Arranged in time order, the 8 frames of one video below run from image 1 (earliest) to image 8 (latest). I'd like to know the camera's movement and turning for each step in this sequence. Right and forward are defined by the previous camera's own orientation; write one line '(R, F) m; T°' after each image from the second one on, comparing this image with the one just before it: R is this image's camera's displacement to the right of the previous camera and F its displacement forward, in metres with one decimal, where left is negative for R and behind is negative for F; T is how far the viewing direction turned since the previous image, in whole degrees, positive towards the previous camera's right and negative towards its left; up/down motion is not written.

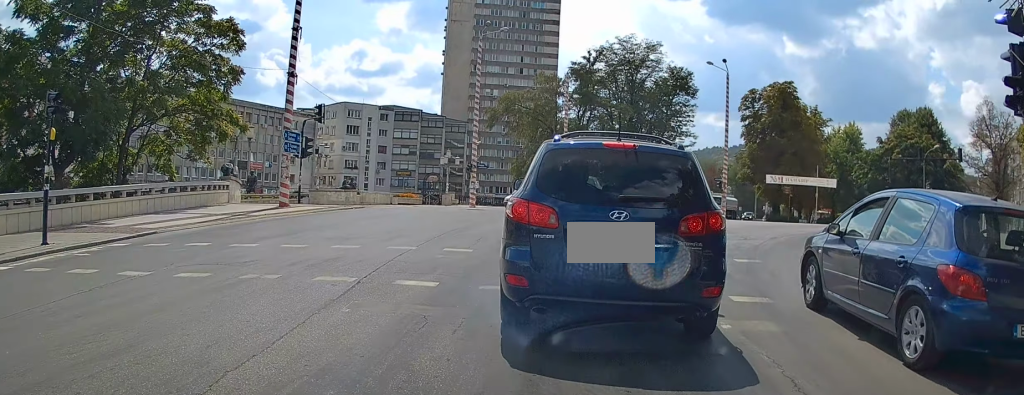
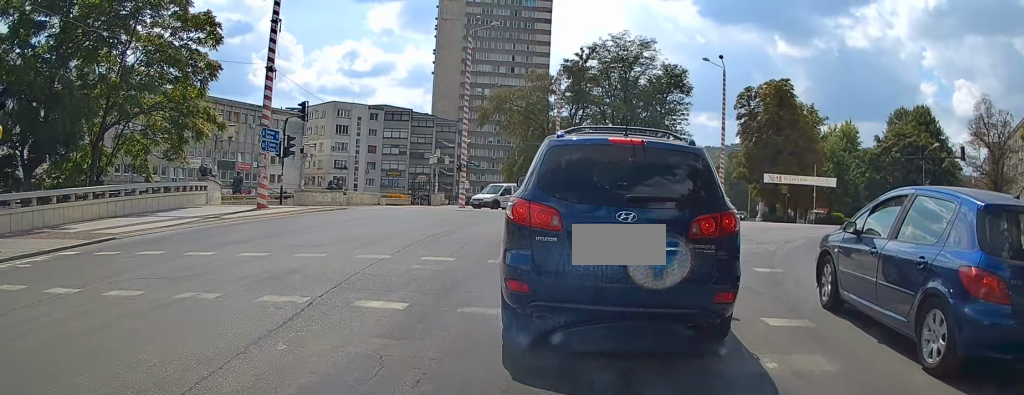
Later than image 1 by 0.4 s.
(0.0, +1.6) m; +2°
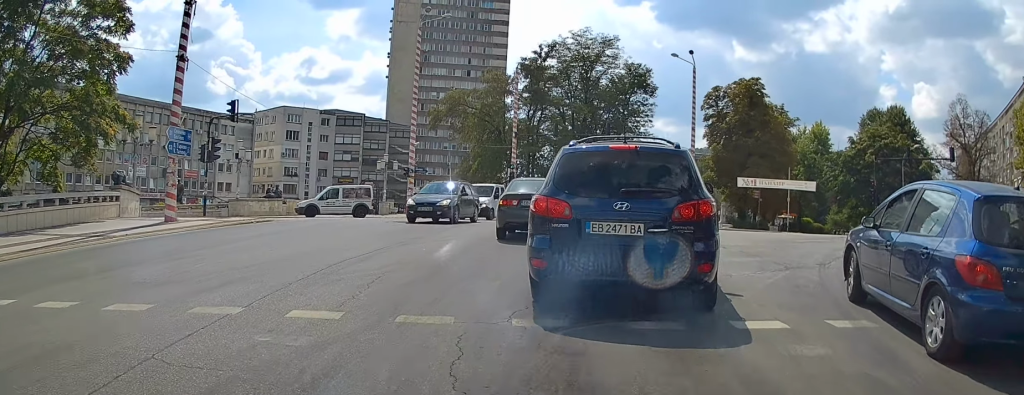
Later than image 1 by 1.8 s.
(+0.4, +5.0) m; +9°
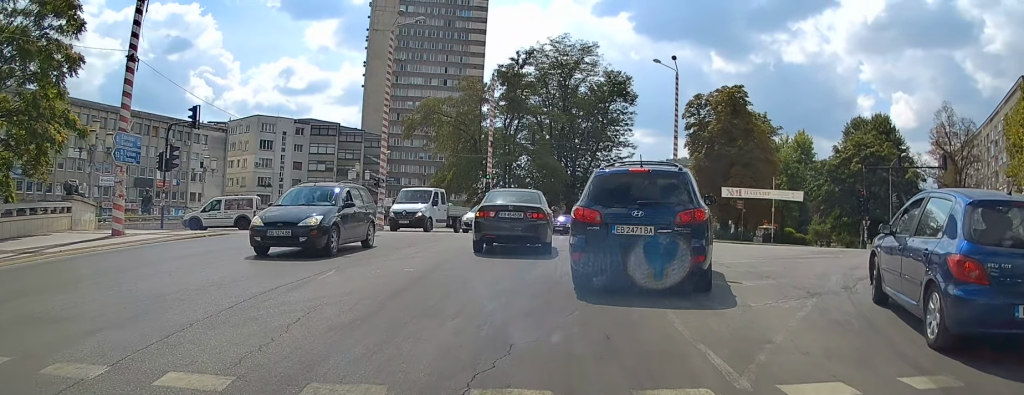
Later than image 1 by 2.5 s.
(+0.1, +2.4) m; +2°
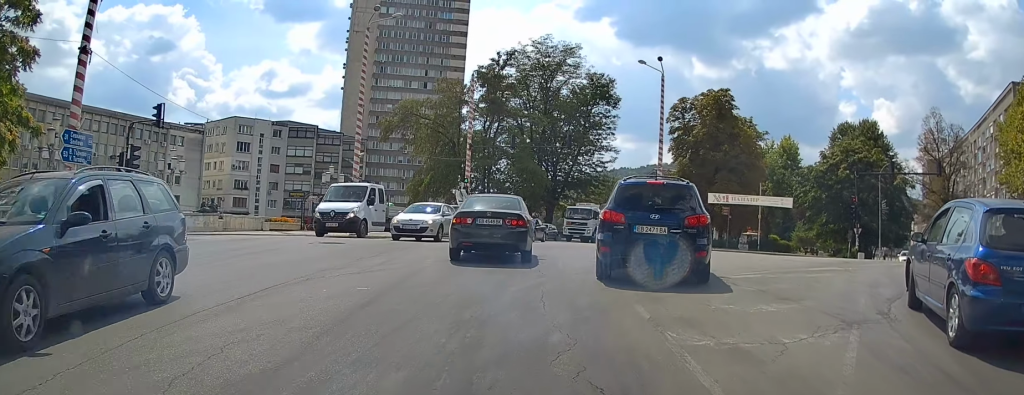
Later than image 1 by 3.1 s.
(0.0, +1.9) m; 0°
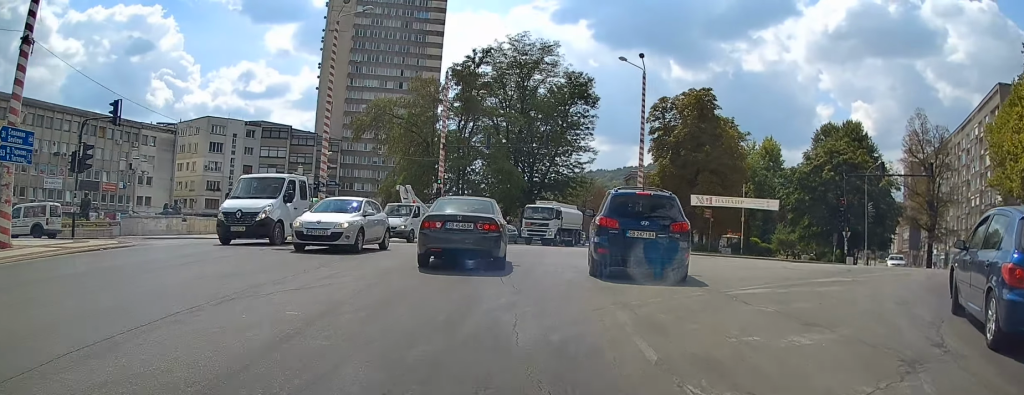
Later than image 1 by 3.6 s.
(0.0, +1.7) m; 0°
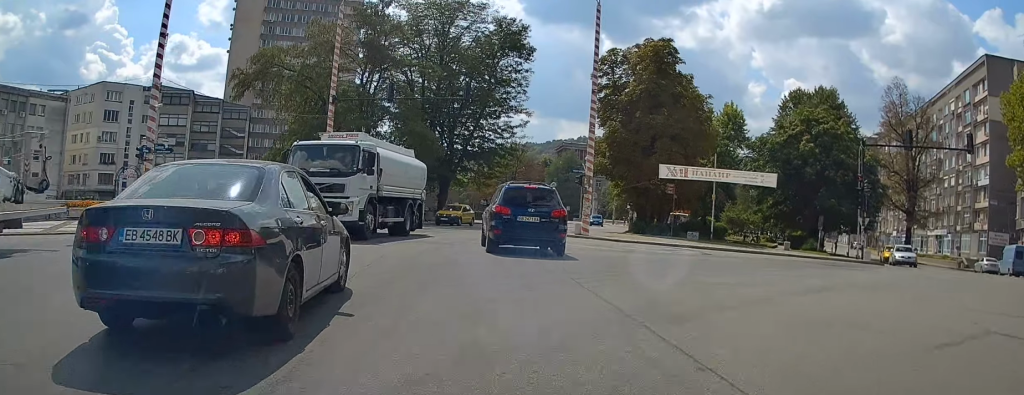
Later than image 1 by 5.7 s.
(+0.1, +10.6) m; +1°
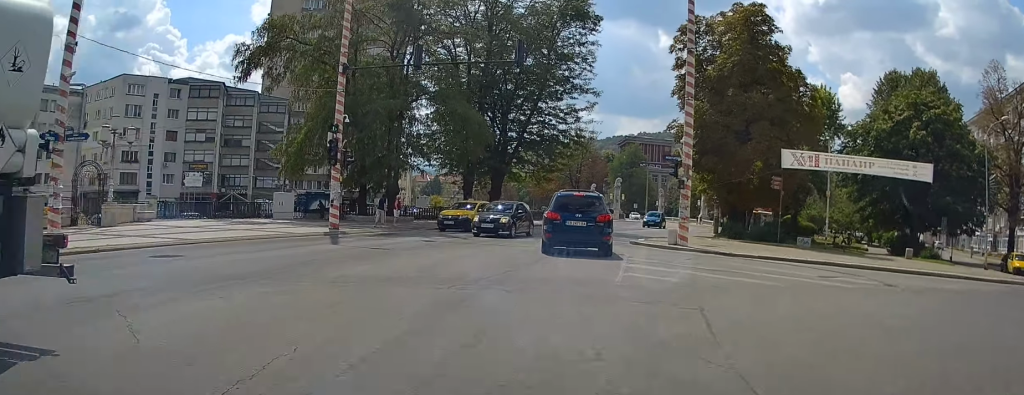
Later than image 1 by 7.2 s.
(0.0, +10.0) m; 0°
